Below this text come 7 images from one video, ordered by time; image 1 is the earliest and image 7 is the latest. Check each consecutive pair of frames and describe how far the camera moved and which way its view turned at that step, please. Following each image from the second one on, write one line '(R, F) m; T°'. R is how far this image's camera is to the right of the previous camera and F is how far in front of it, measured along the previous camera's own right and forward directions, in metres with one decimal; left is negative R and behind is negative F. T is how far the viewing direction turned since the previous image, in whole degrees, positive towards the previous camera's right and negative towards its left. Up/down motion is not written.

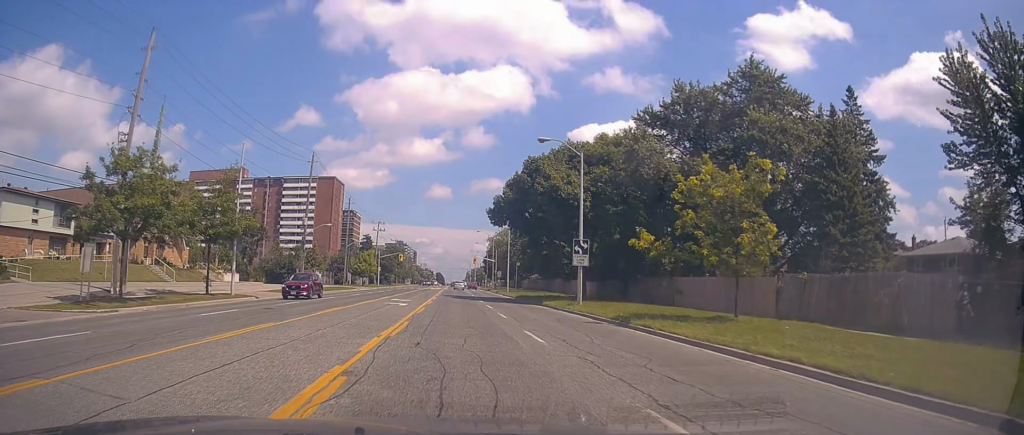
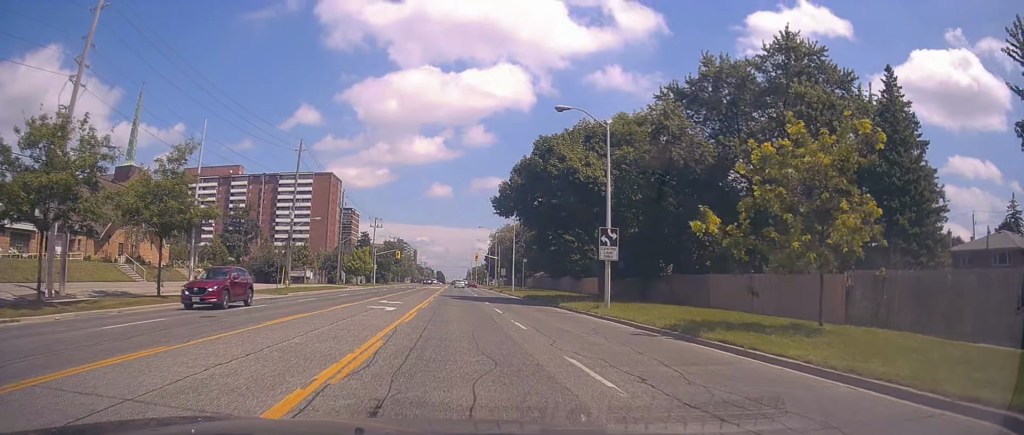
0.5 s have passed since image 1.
(0.0, +6.0) m; -1°
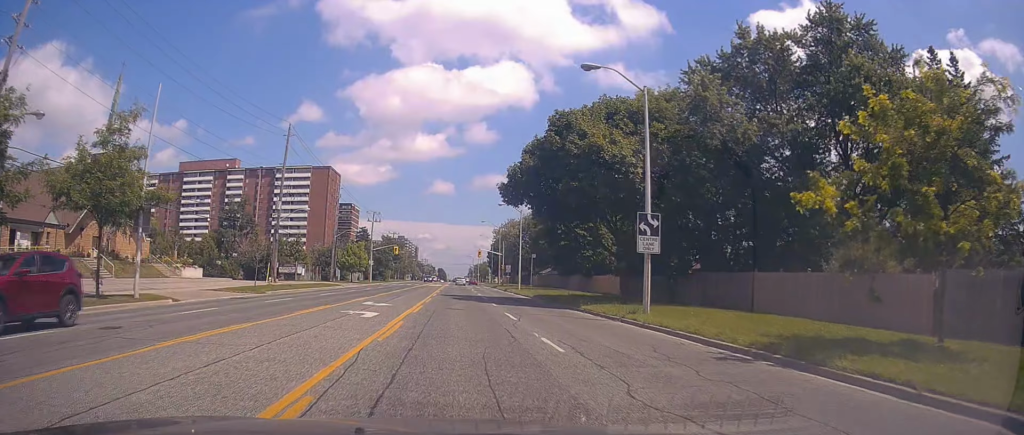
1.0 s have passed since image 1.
(+0.1, +5.6) m; -1°
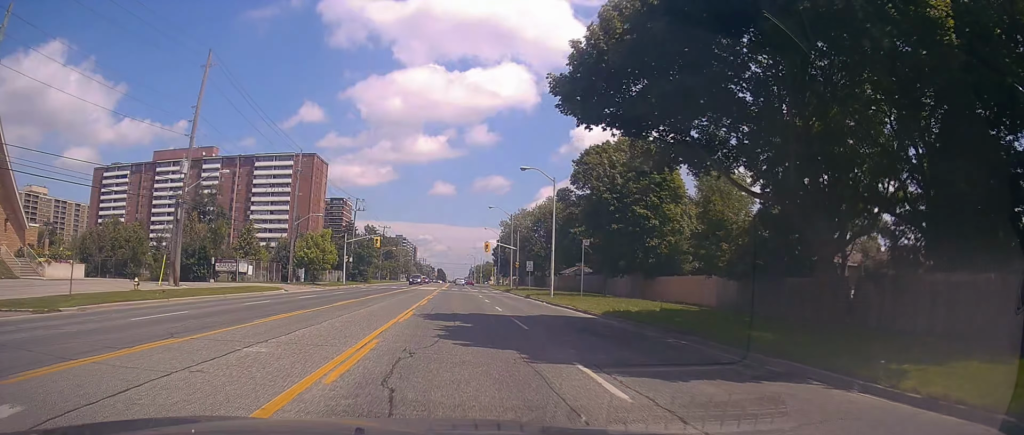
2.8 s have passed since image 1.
(-0.5, +21.3) m; +1°
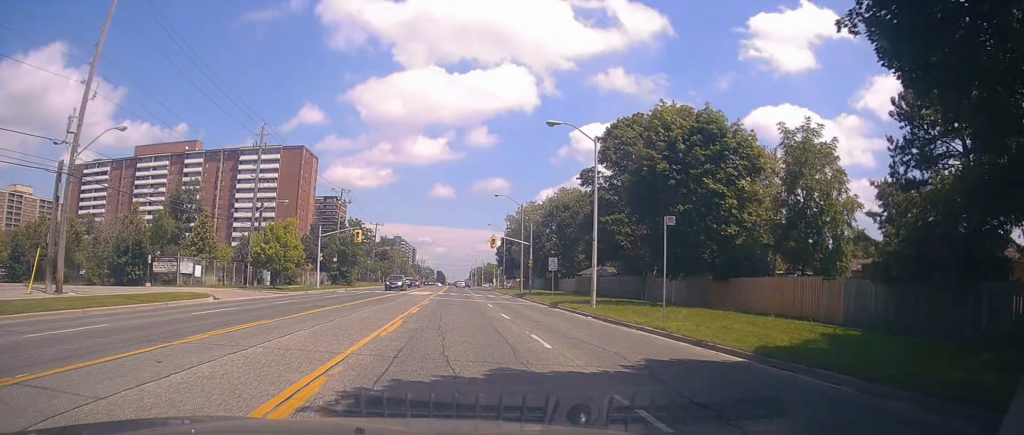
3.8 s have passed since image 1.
(+0.3, +12.6) m; +1°
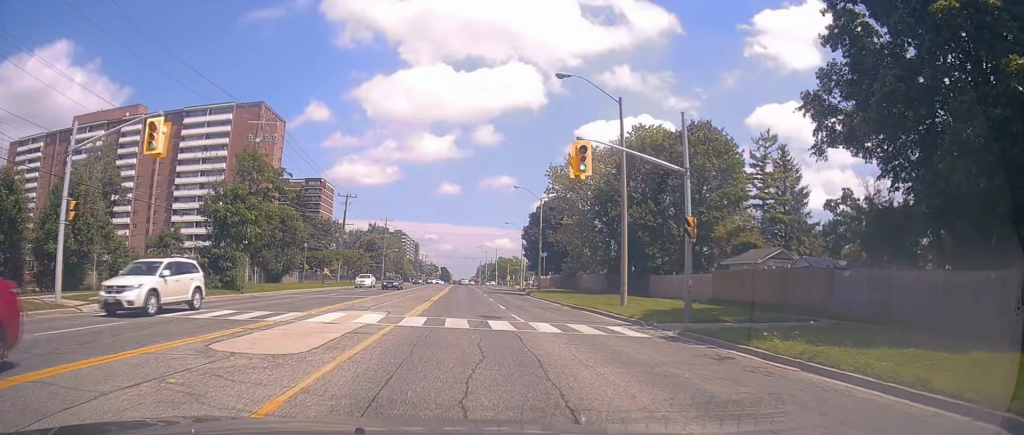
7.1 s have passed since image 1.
(-1.0, +39.2) m; -1°
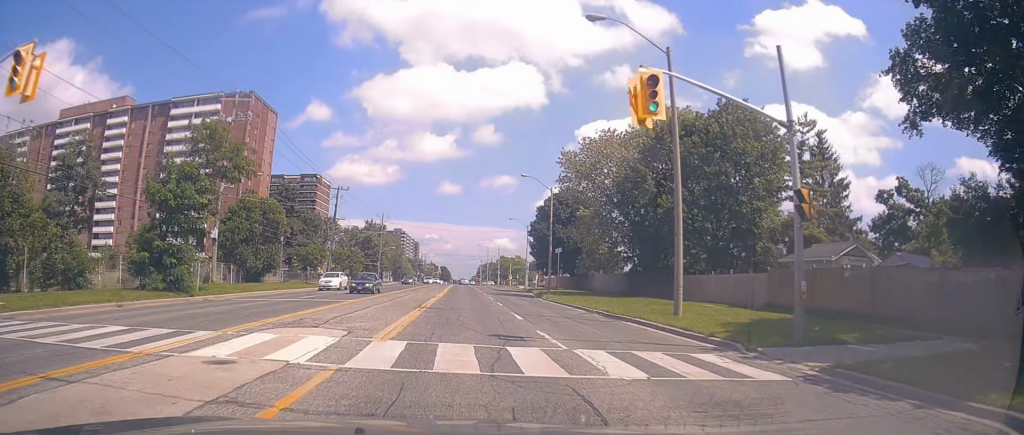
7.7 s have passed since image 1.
(0.0, +6.7) m; 0°
